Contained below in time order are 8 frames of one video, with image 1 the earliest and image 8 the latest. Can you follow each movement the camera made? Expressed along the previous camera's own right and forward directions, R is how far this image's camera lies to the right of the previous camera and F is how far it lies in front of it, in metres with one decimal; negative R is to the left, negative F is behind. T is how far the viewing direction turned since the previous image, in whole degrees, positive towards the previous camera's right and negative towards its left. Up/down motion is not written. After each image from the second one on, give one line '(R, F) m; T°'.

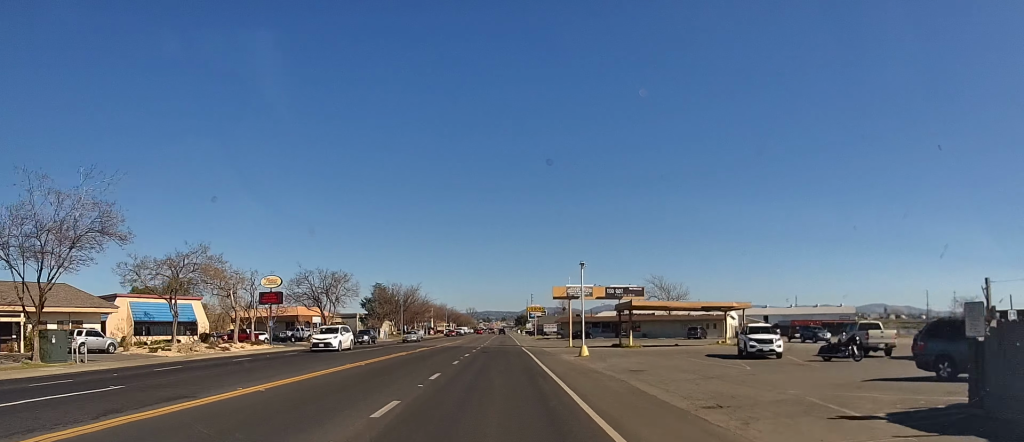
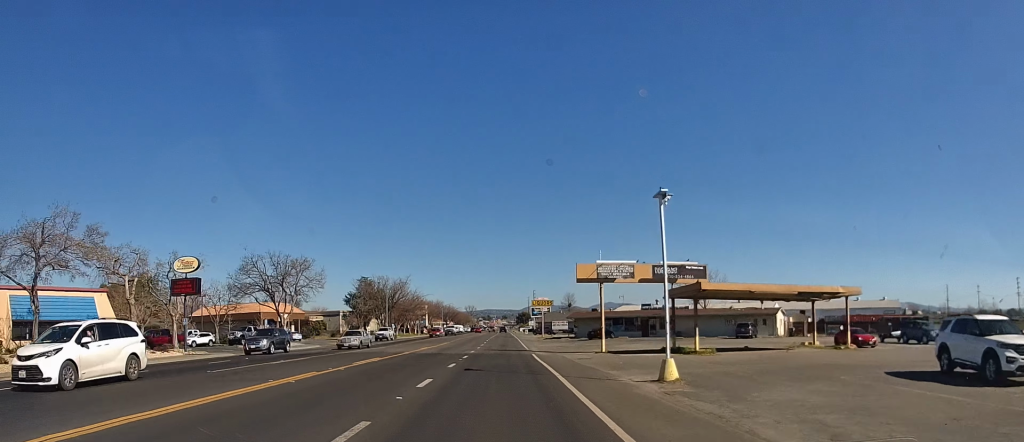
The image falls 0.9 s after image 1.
(+0.2, +16.8) m; +1°
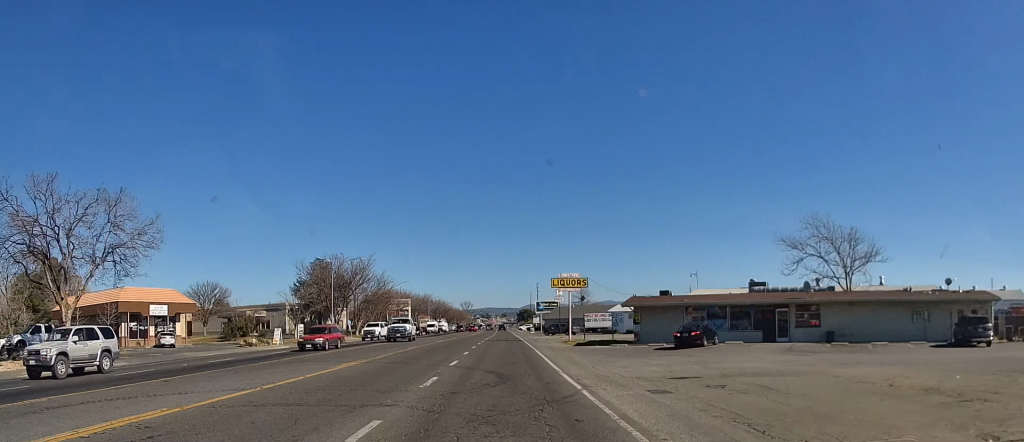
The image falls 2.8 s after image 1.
(-0.4, +36.3) m; -2°
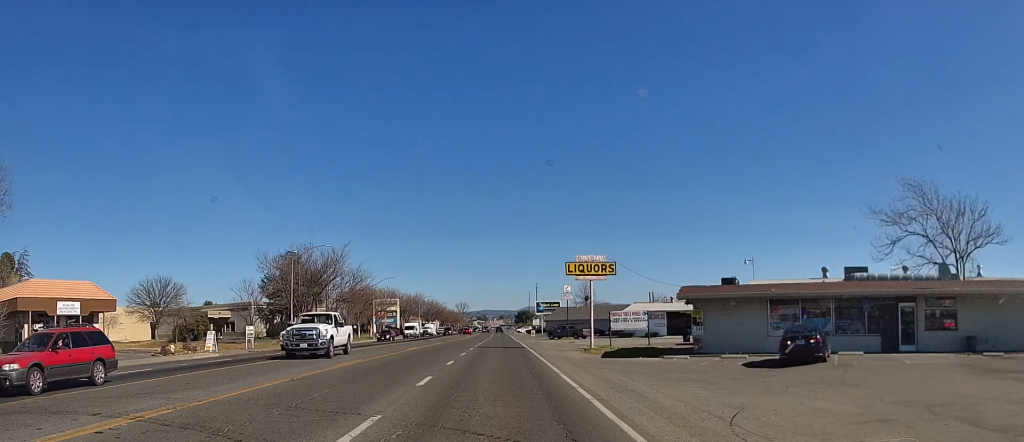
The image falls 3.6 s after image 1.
(-0.2, +14.5) m; -1°
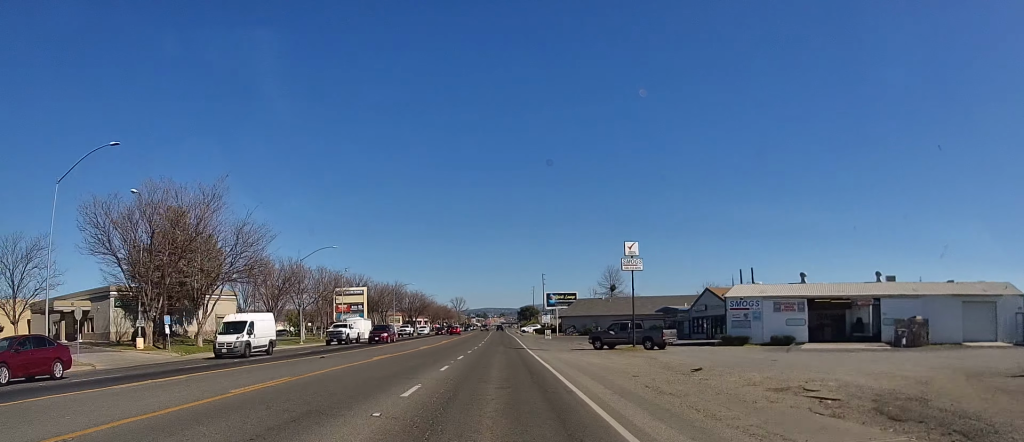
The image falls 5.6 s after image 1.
(+0.6, +38.5) m; +1°
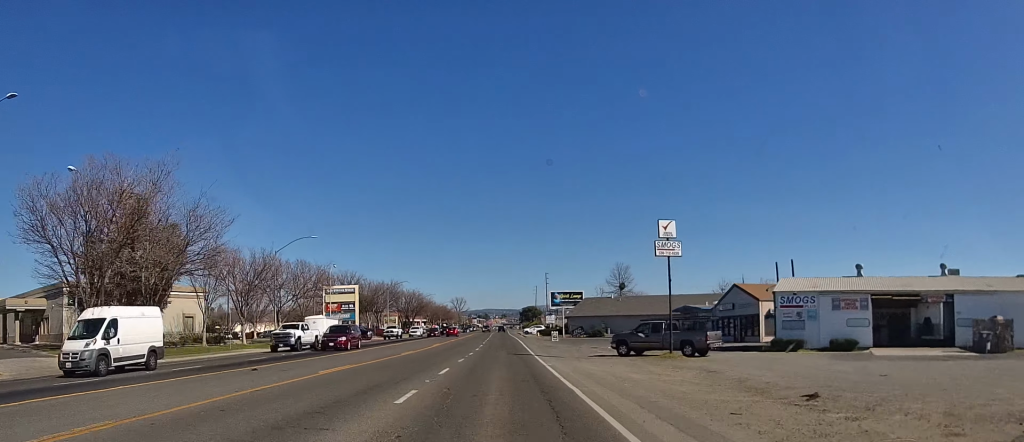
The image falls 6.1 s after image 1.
(0.0, +8.2) m; 0°
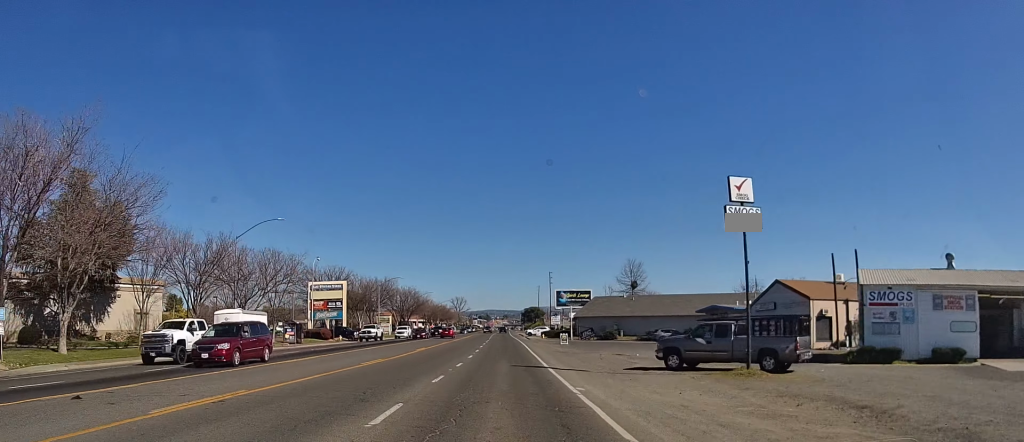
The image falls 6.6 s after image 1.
(0.0, +9.6) m; 0°
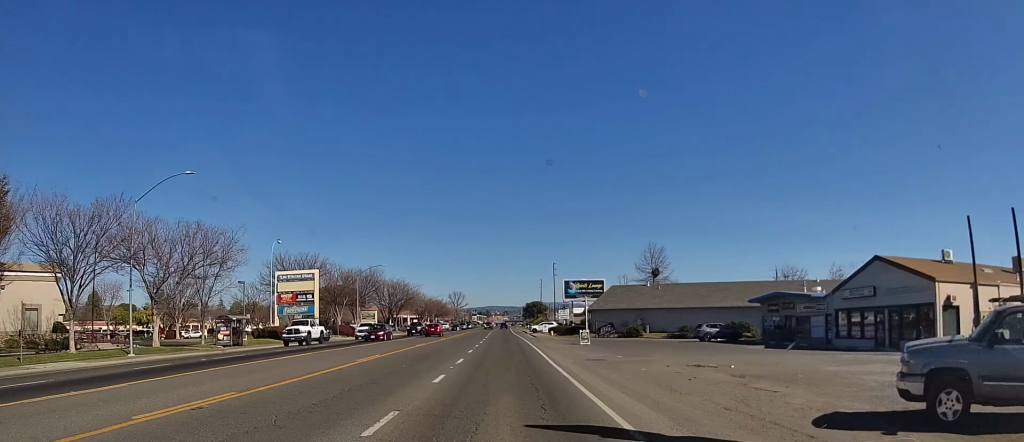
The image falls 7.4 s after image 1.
(0.0, +15.5) m; -1°
